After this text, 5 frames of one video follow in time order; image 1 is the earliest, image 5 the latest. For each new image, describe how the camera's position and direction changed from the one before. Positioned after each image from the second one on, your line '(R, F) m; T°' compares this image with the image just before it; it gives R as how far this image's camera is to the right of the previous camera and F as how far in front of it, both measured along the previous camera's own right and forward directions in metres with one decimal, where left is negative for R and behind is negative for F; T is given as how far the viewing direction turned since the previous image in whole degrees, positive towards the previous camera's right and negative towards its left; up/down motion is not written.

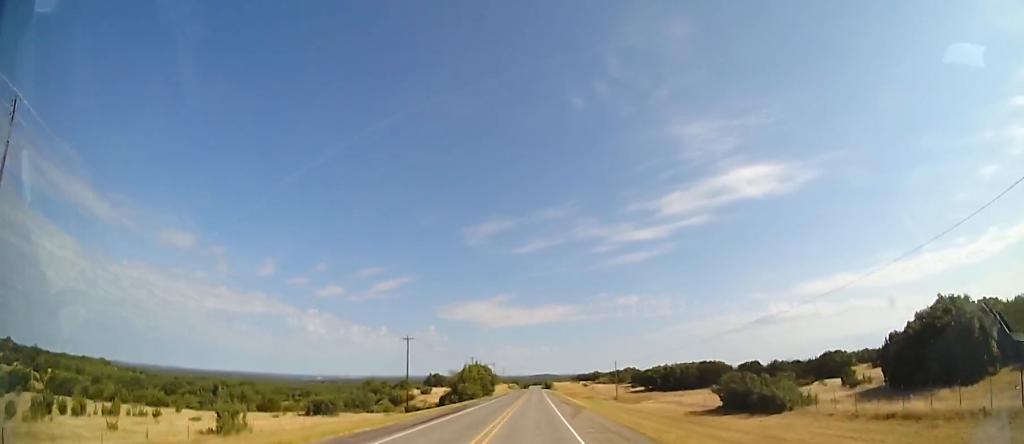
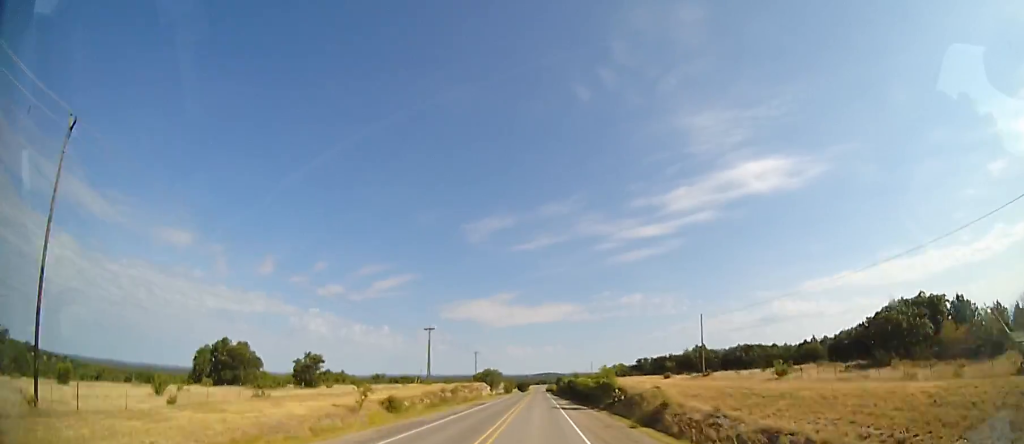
(-1.9, +137.2) m; -1°
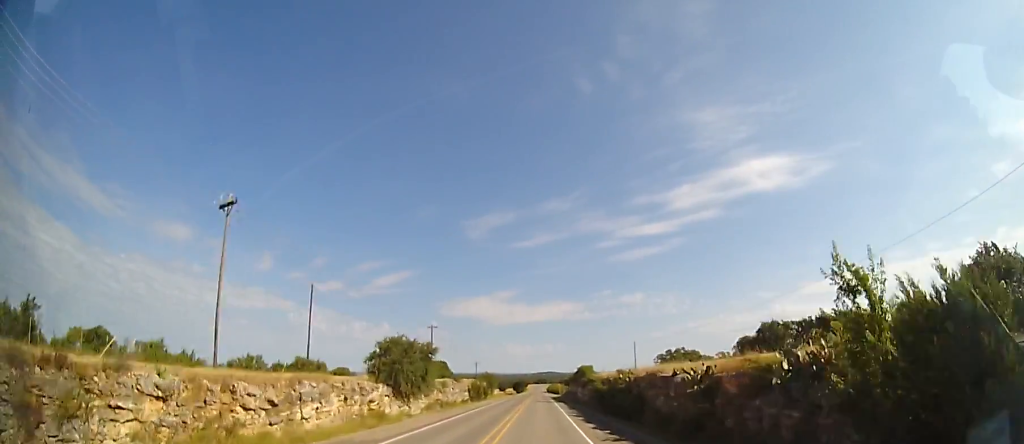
(+0.5, +60.4) m; 0°
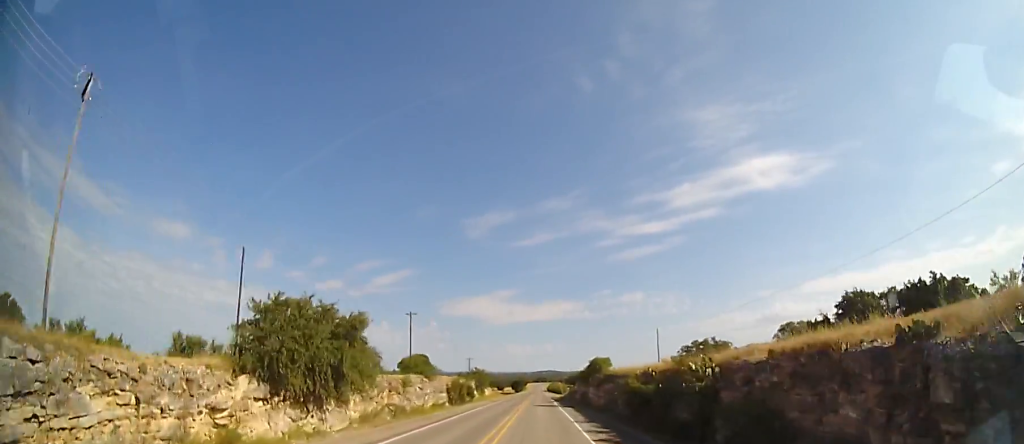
(0.0, +14.5) m; 0°
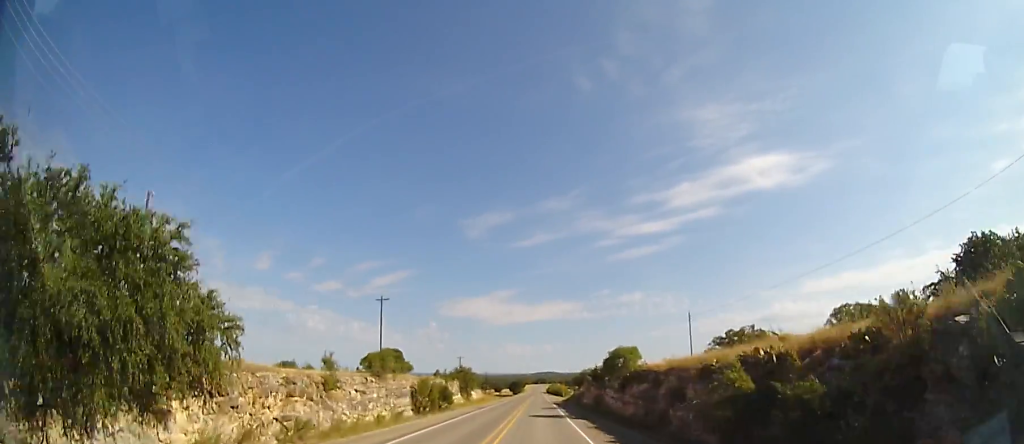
(0.0, +13.3) m; 0°
